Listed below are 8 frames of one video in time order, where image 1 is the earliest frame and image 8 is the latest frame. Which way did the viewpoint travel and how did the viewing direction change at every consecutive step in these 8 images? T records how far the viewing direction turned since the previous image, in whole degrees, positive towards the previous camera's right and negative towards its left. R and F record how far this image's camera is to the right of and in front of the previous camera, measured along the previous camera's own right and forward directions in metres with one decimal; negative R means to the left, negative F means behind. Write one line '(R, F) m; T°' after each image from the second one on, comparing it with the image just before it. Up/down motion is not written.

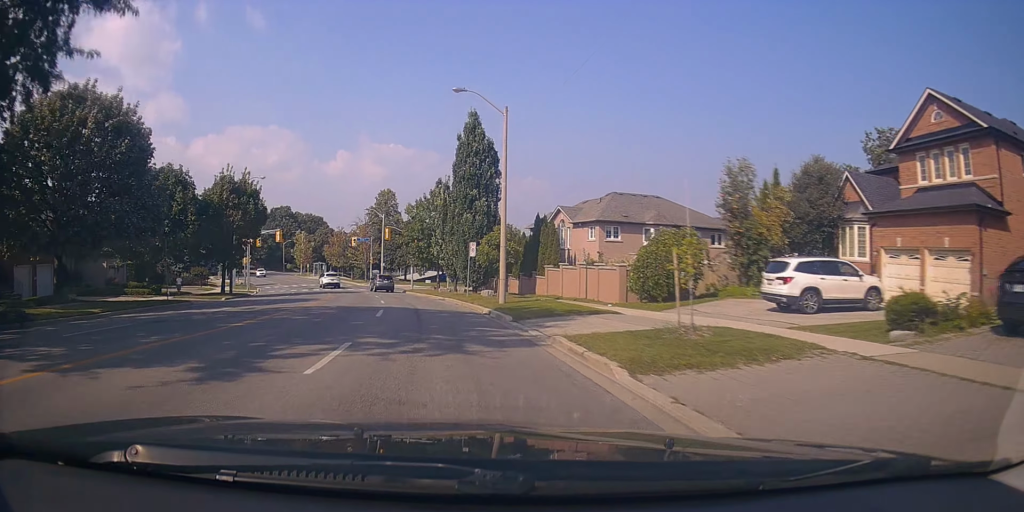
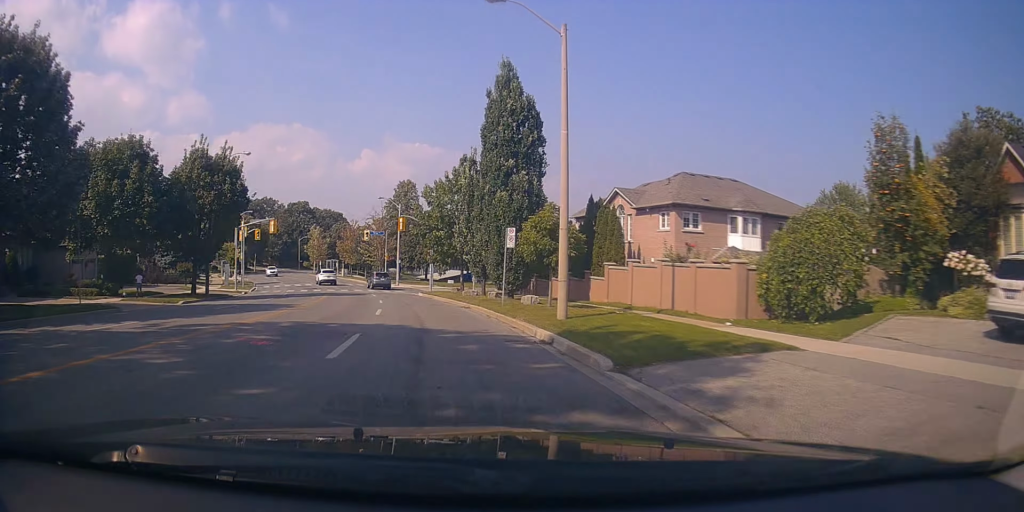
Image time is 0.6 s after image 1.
(0.0, +8.8) m; -2°
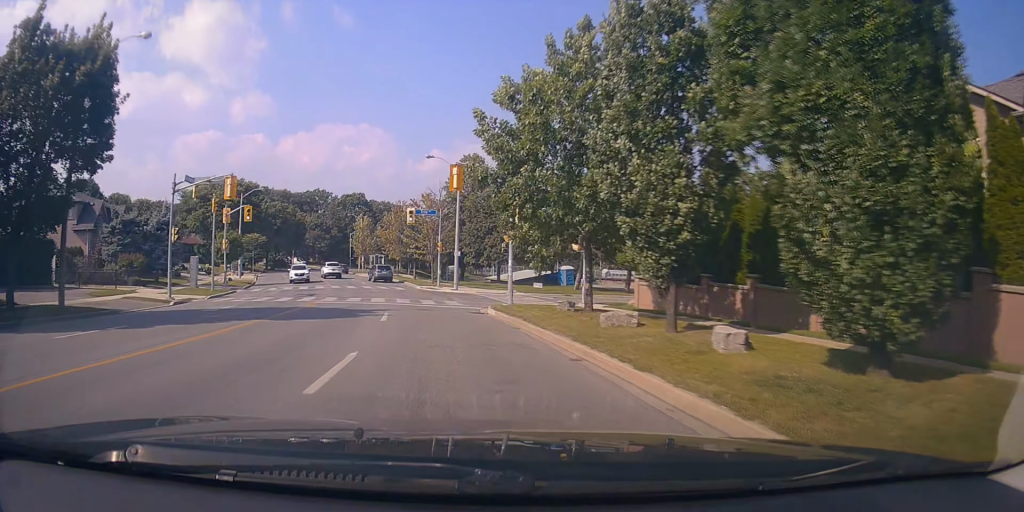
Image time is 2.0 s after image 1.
(-1.2, +21.0) m; -7°
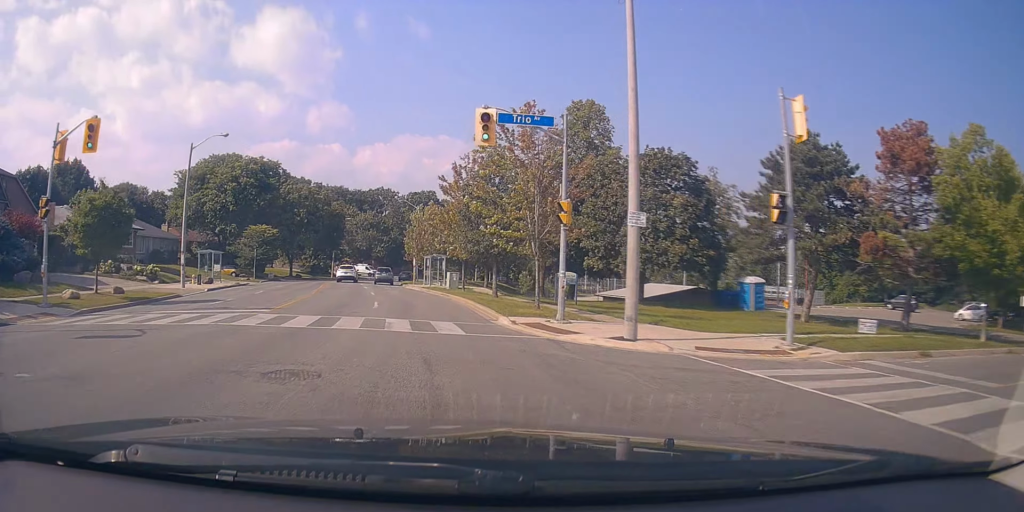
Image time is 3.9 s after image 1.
(-2.7, +27.8) m; -10°
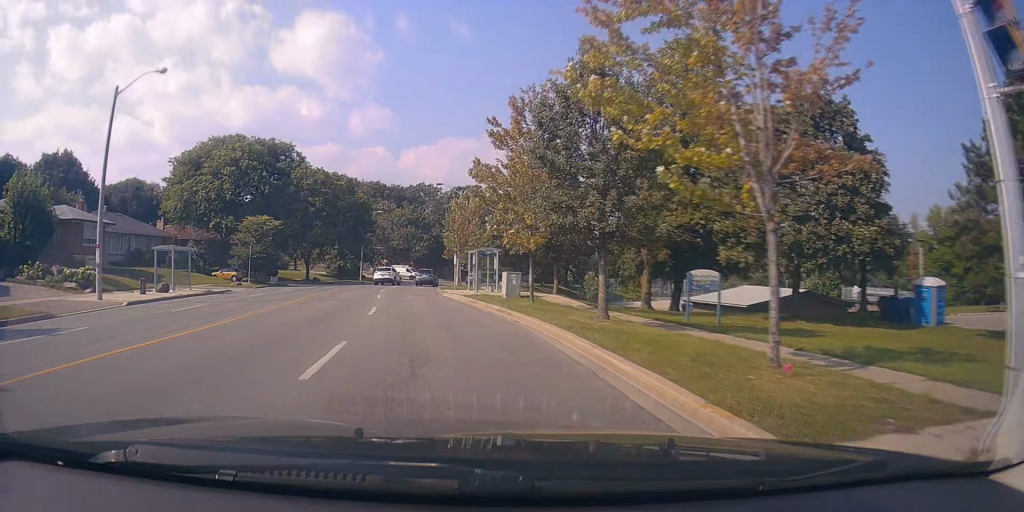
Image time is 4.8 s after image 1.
(-0.3, +13.3) m; -4°
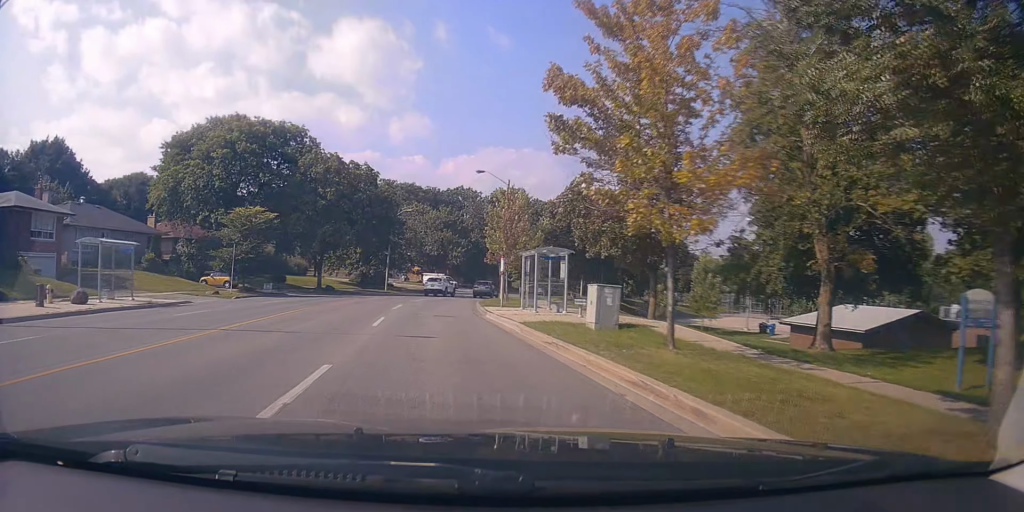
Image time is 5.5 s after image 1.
(-0.5, +11.0) m; -3°
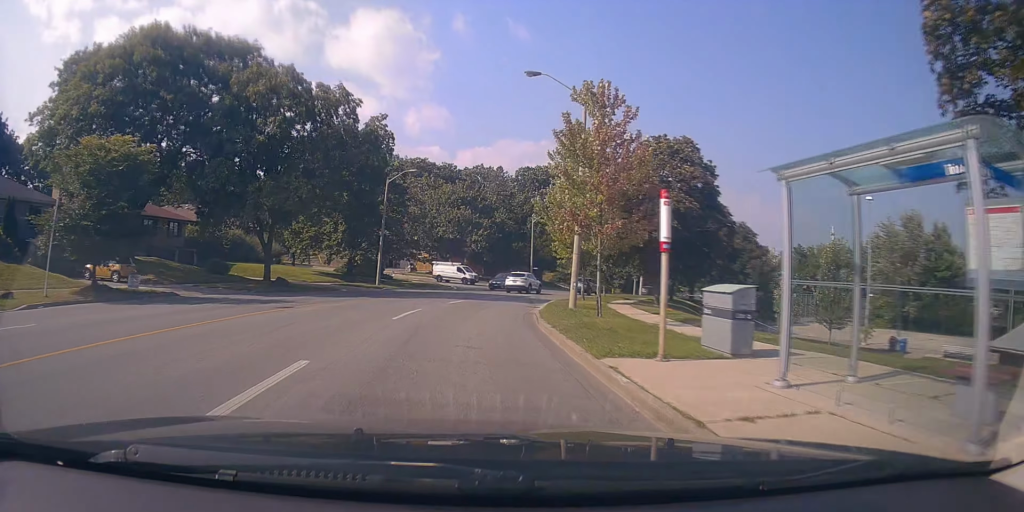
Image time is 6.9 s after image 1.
(-0.7, +19.9) m; -1°
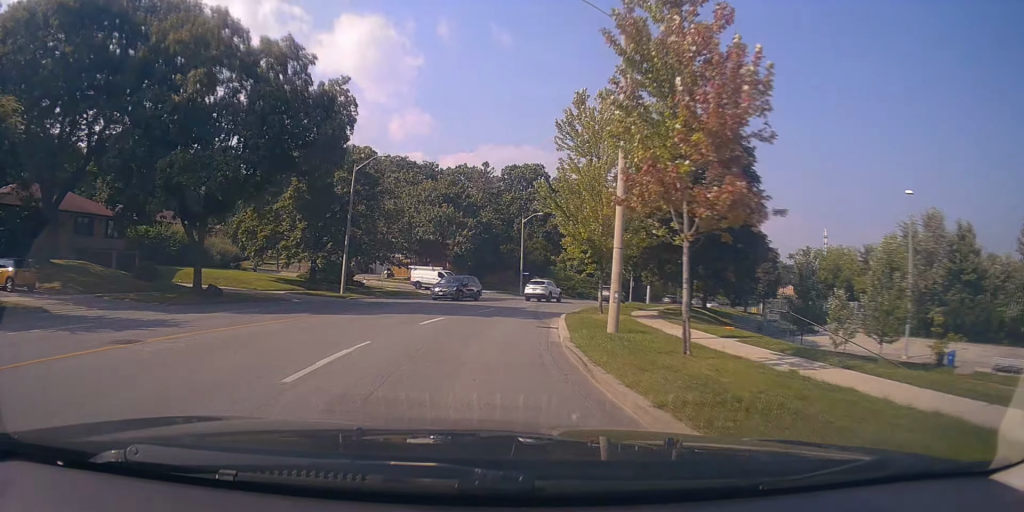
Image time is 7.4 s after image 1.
(+0.1, +8.0) m; +3°
